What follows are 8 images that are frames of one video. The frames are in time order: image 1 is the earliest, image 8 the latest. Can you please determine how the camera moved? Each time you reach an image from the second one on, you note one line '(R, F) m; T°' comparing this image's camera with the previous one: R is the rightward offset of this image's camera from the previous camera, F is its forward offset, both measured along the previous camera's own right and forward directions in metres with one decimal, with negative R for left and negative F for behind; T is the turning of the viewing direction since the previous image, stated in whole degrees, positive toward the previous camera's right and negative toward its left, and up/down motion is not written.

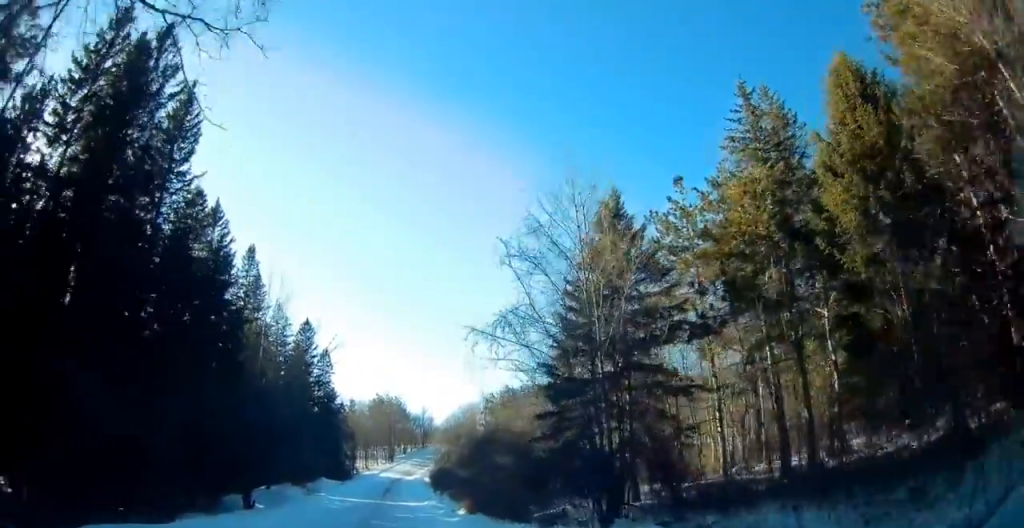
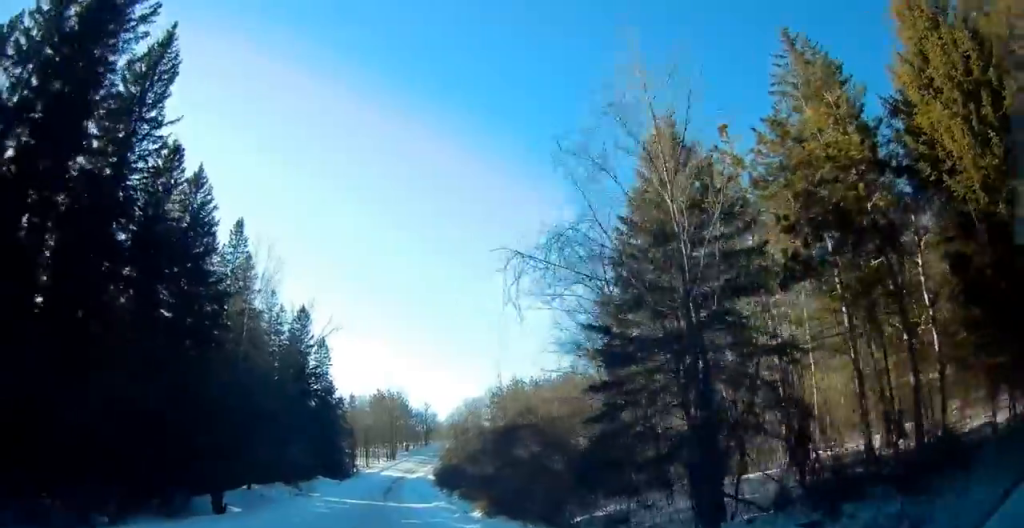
(-0.1, +5.8) m; -2°
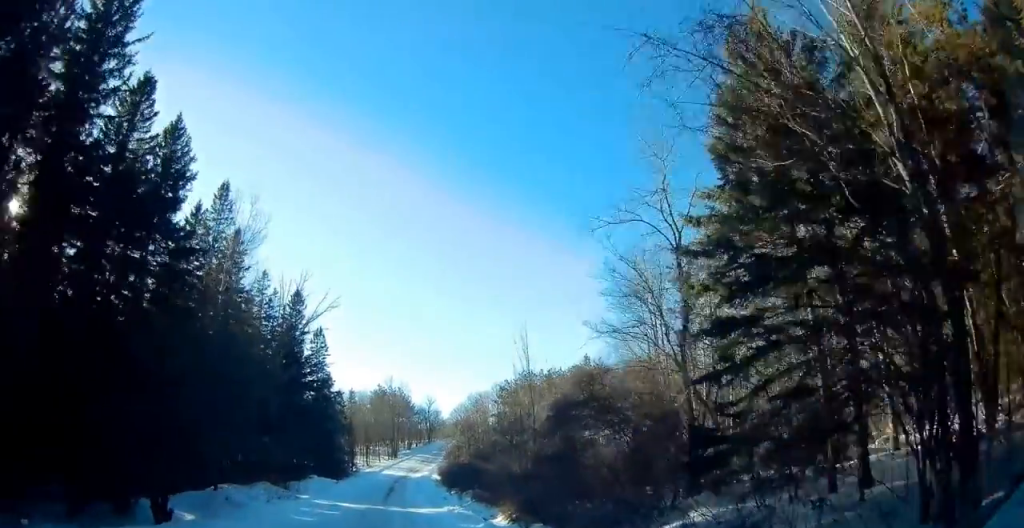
(-0.3, +6.5) m; +1°
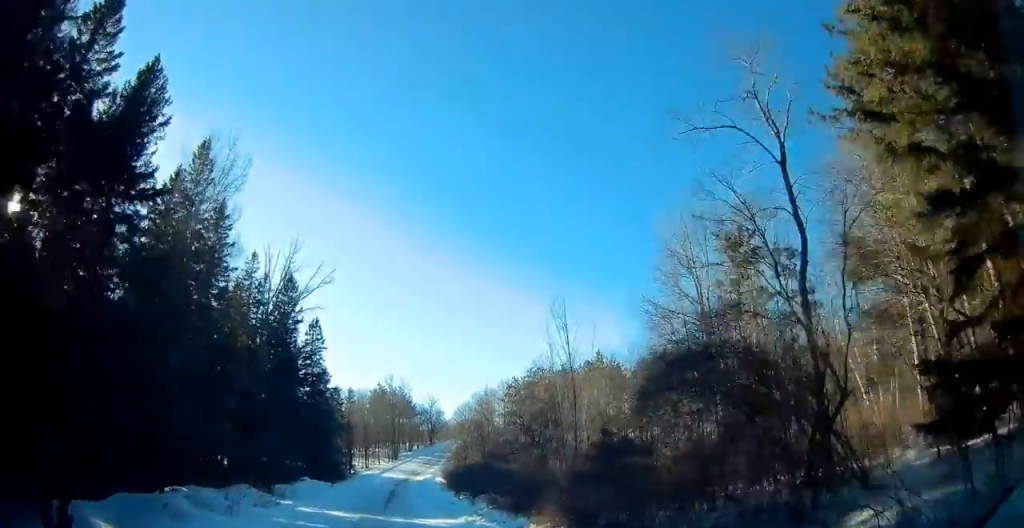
(+0.3, +6.4) m; +3°
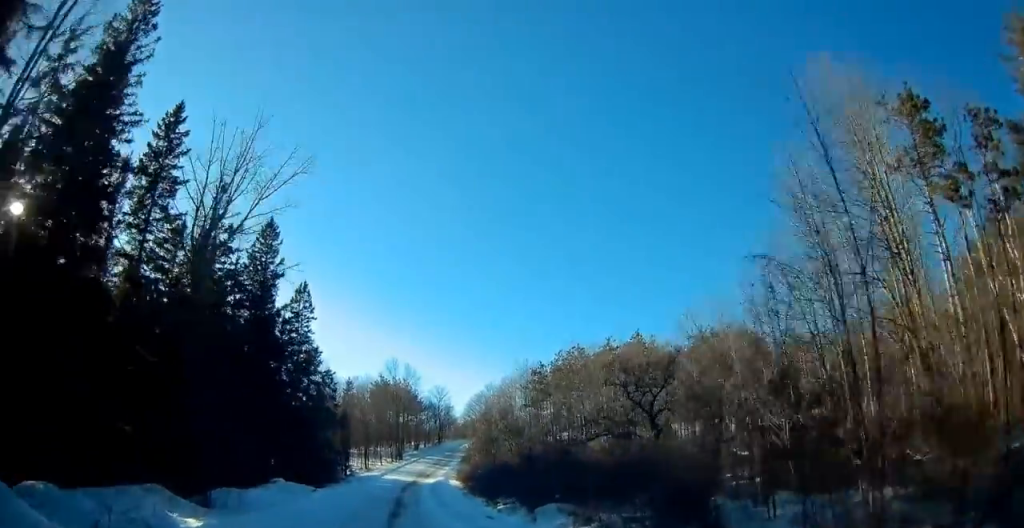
(-0.7, +15.8) m; -3°
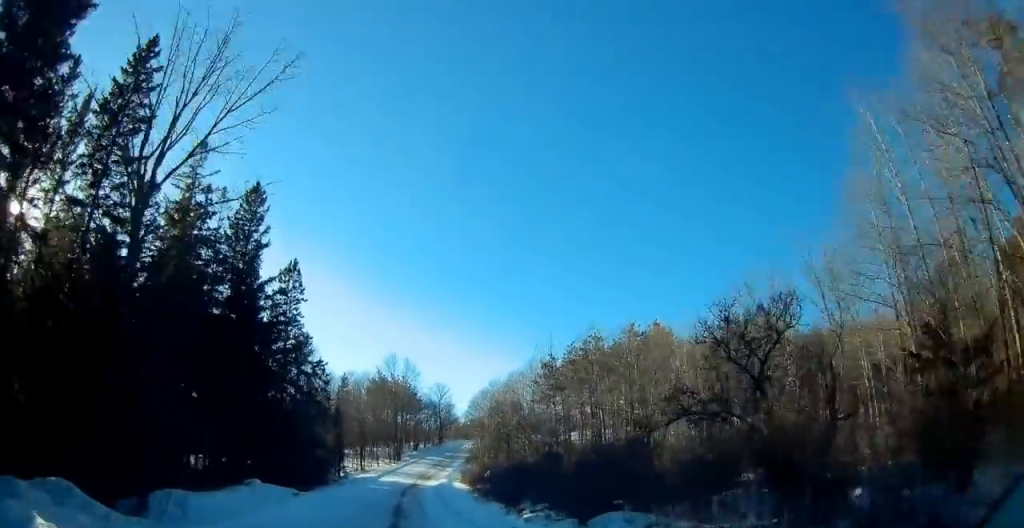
(+0.2, +7.4) m; 0°
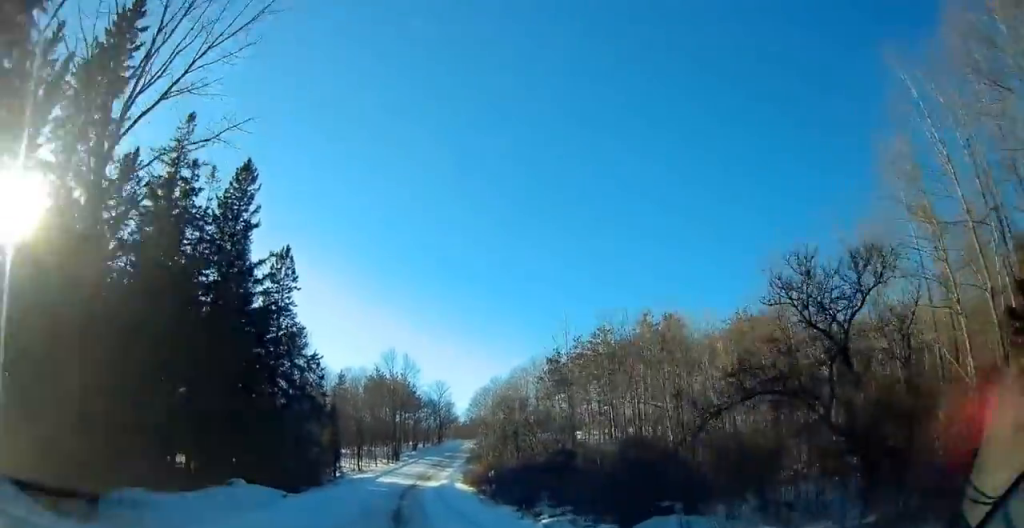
(+0.1, +3.7) m; 0°
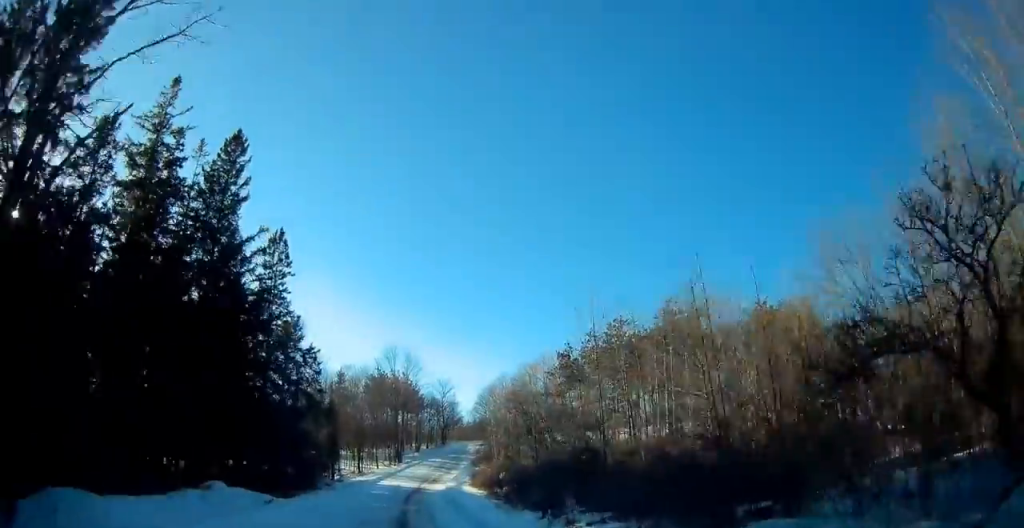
(-0.2, +4.6) m; 0°
